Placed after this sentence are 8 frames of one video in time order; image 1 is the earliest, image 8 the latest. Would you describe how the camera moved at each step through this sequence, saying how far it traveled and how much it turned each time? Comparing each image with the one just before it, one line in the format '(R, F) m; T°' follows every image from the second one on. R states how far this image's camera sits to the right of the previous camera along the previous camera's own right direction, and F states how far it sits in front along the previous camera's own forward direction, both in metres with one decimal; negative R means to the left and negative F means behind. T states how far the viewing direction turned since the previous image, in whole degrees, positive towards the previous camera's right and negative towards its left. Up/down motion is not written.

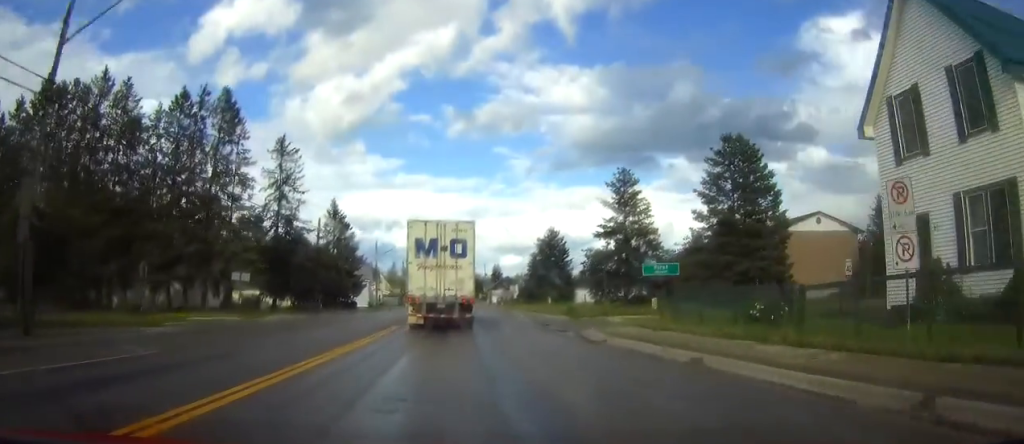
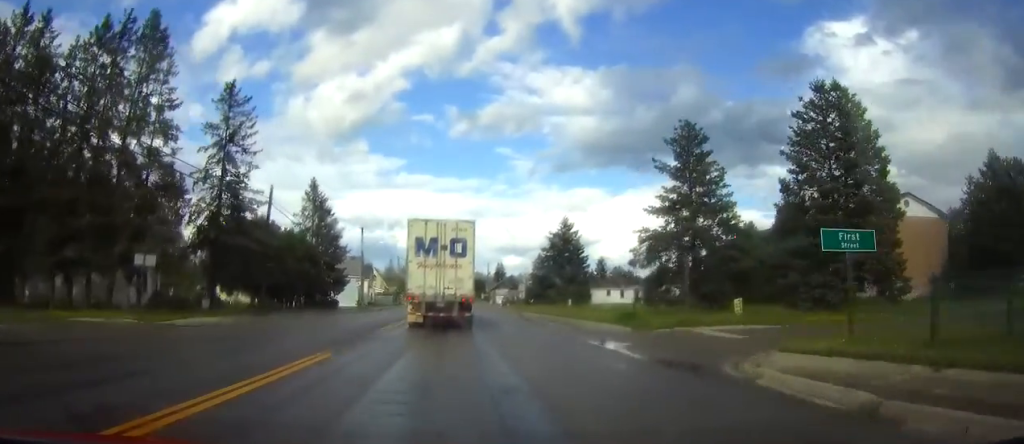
(0.0, +13.3) m; 0°
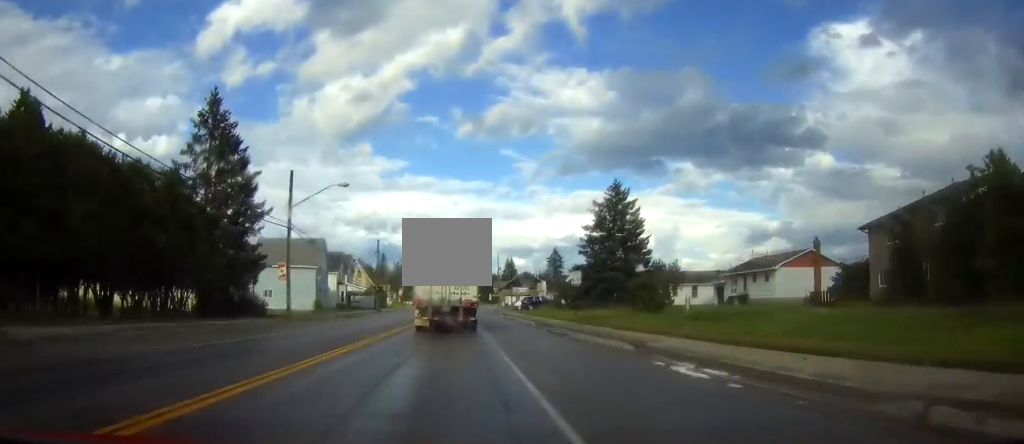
(0.0, +32.7) m; 0°
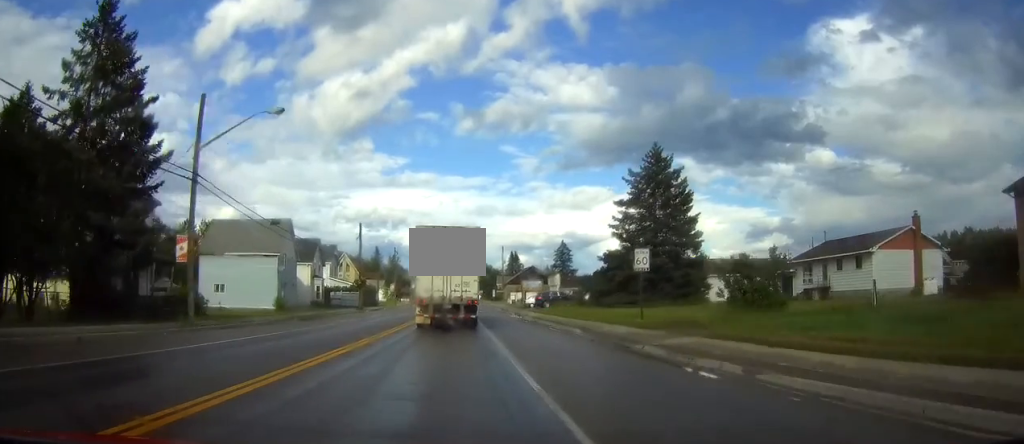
(0.0, +15.4) m; 0°
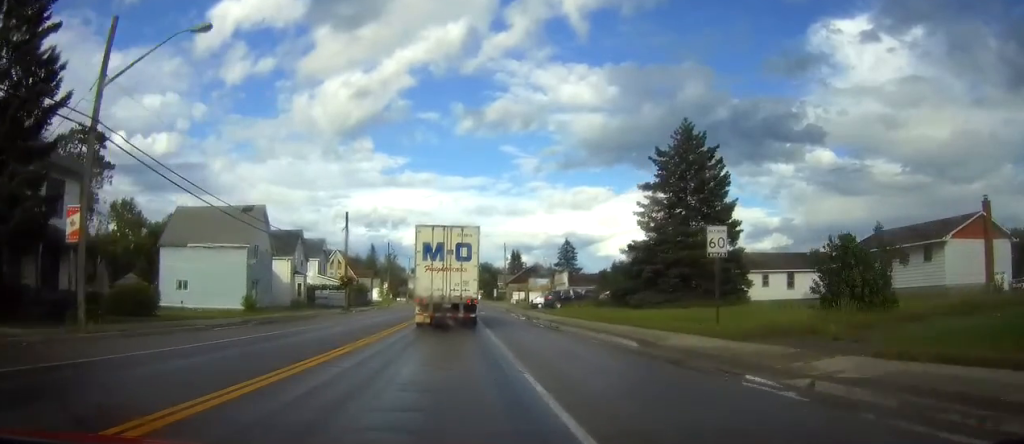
(0.0, +8.2) m; 0°
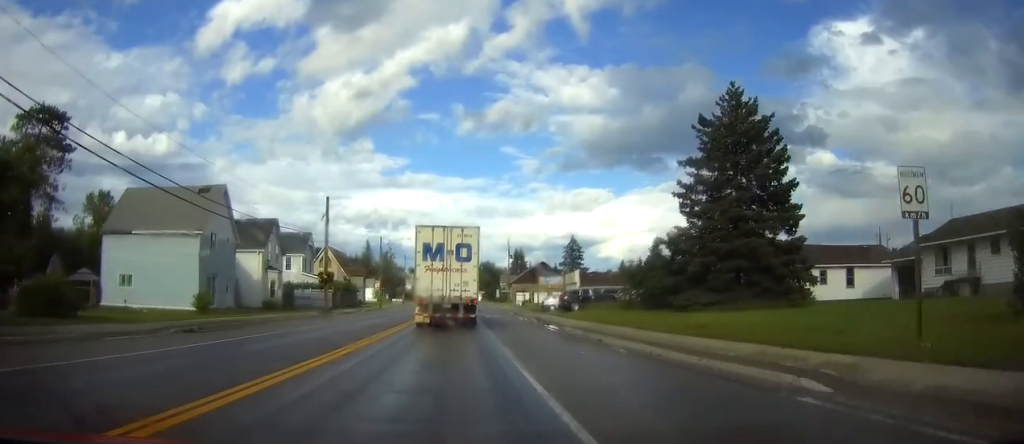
(0.0, +9.3) m; 0°
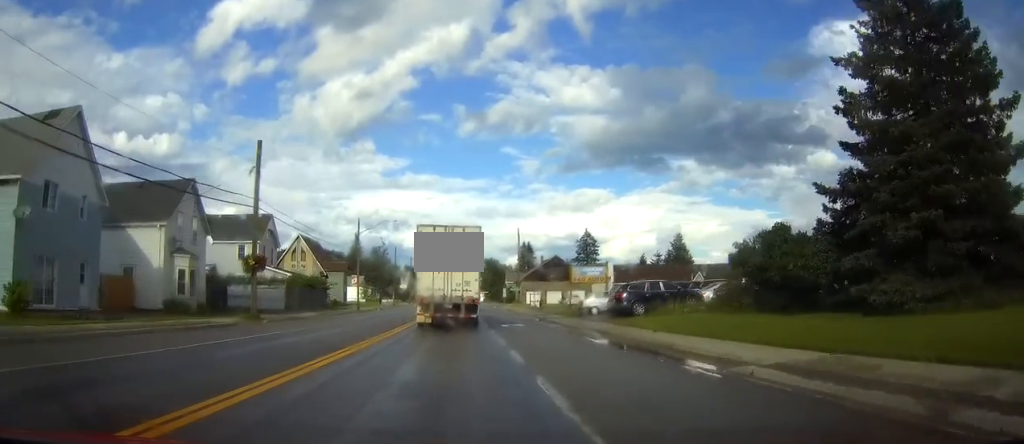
(0.0, +18.6) m; 0°
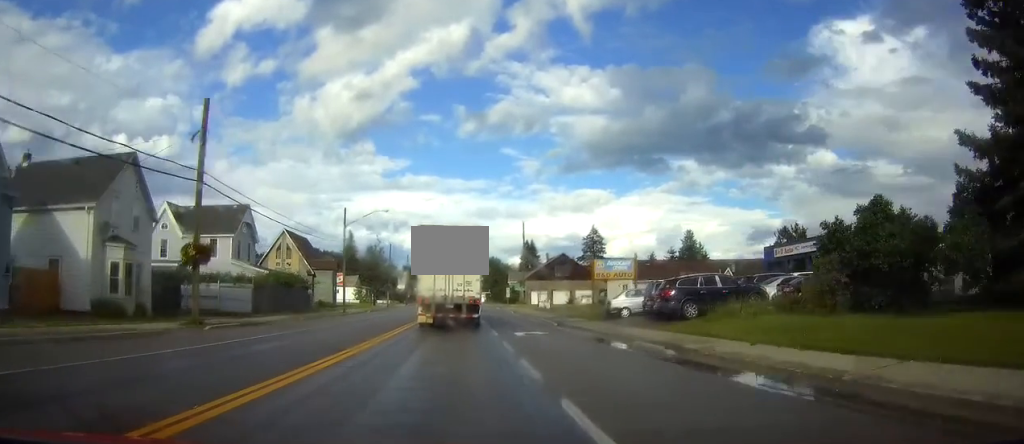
(0.0, +7.8) m; 0°
